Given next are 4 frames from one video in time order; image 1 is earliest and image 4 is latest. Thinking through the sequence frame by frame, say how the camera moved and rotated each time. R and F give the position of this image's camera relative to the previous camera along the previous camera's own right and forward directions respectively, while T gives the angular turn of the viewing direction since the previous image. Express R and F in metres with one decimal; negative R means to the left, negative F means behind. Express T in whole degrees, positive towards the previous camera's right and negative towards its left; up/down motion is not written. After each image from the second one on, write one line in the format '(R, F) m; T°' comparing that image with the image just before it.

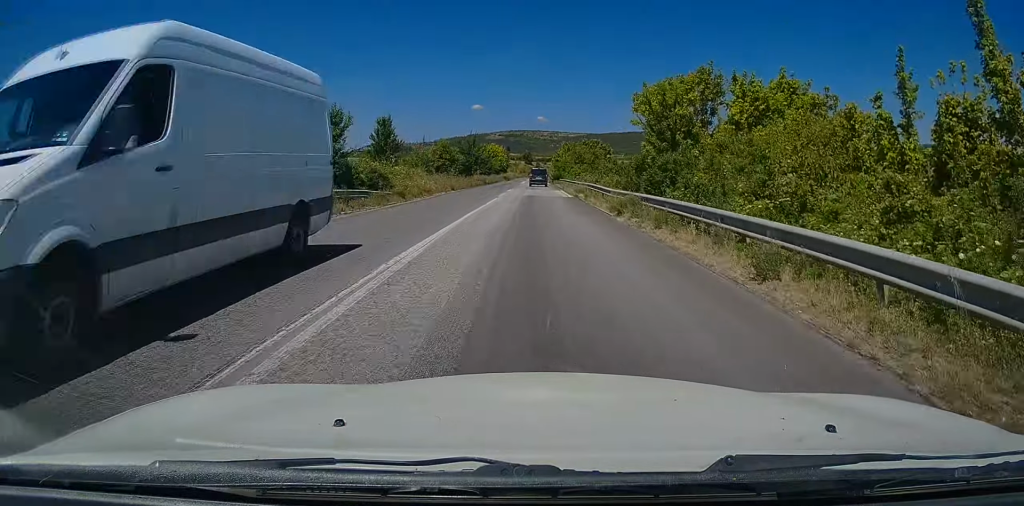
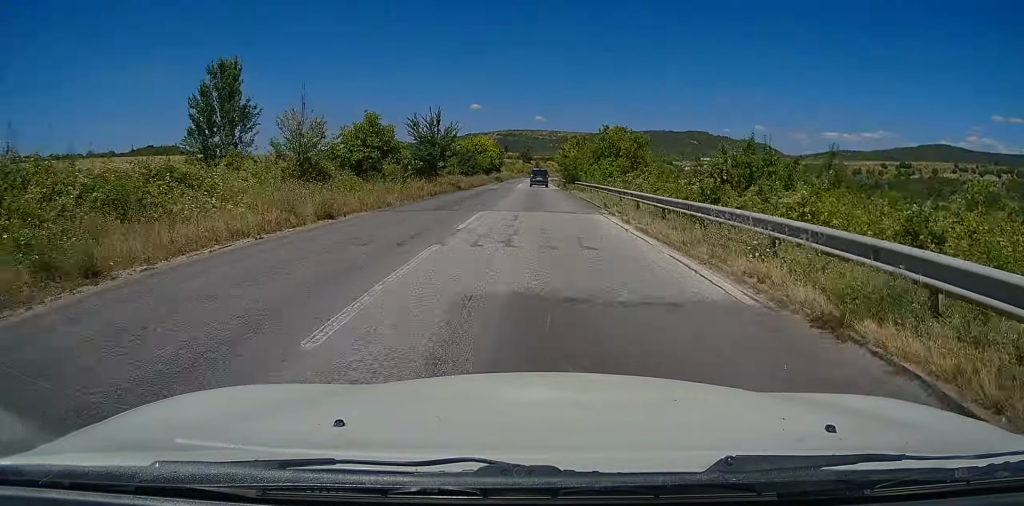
(+0.2, +28.8) m; 0°
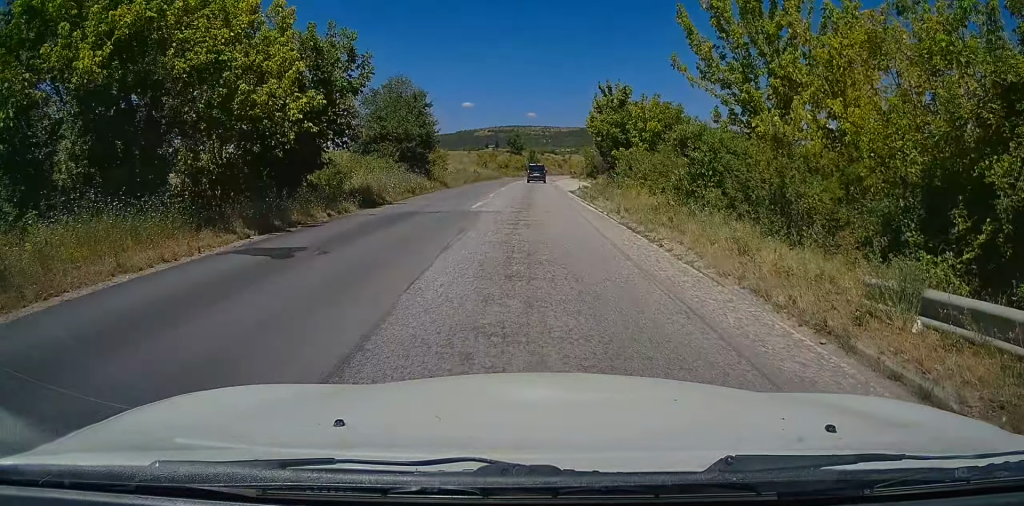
(+0.2, +92.0) m; 0°
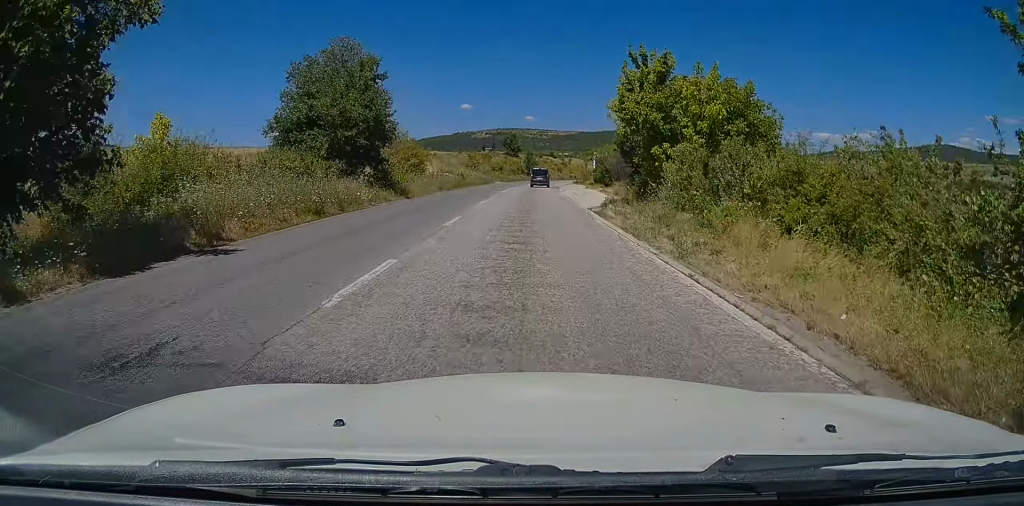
(+0.2, +15.1) m; 0°
